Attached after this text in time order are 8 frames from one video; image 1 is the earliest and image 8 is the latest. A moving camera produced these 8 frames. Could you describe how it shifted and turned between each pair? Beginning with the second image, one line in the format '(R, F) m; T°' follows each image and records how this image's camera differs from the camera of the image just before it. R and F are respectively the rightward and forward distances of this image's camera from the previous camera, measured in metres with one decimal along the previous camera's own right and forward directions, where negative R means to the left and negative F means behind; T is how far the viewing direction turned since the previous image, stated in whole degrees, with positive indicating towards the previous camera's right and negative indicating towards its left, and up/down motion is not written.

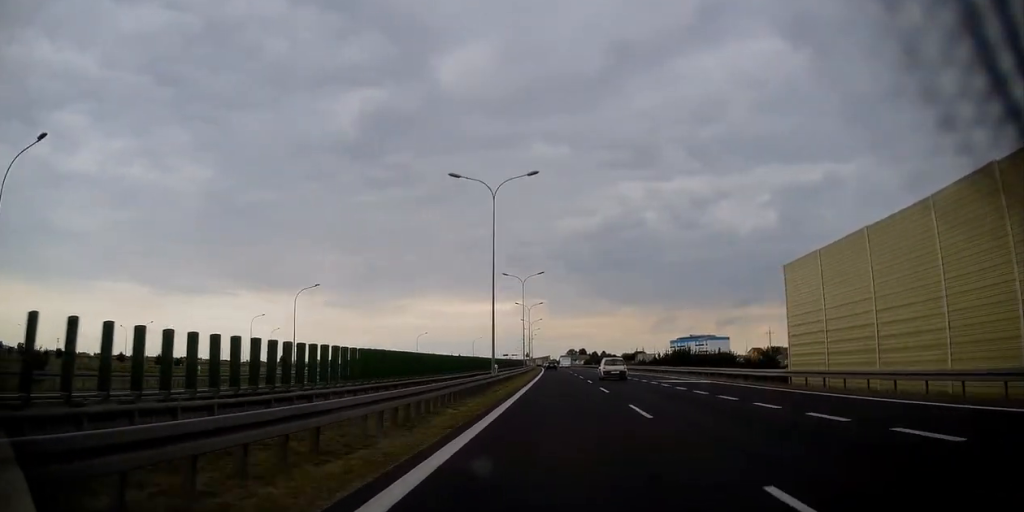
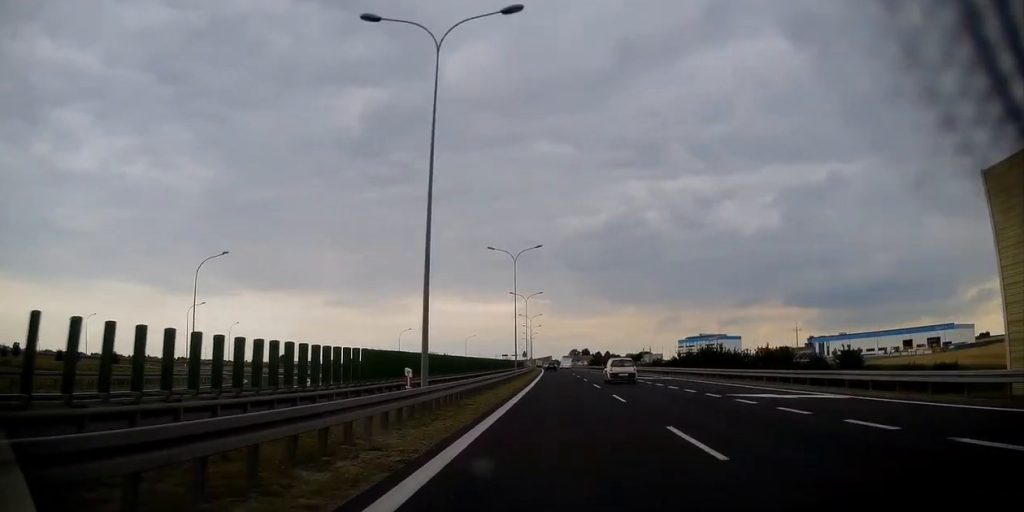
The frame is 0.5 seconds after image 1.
(0.0, +18.0) m; 0°
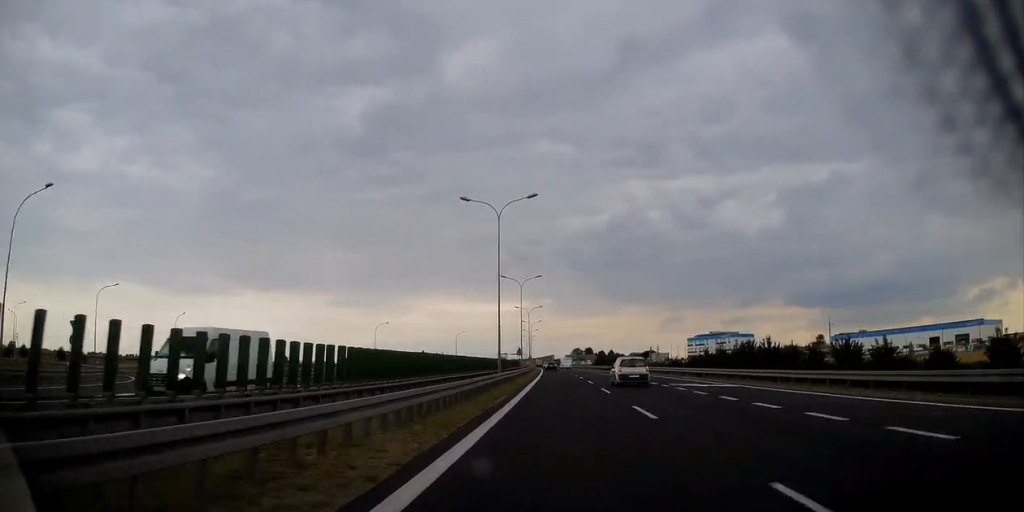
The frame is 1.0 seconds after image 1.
(-0.1, +18.1) m; 0°
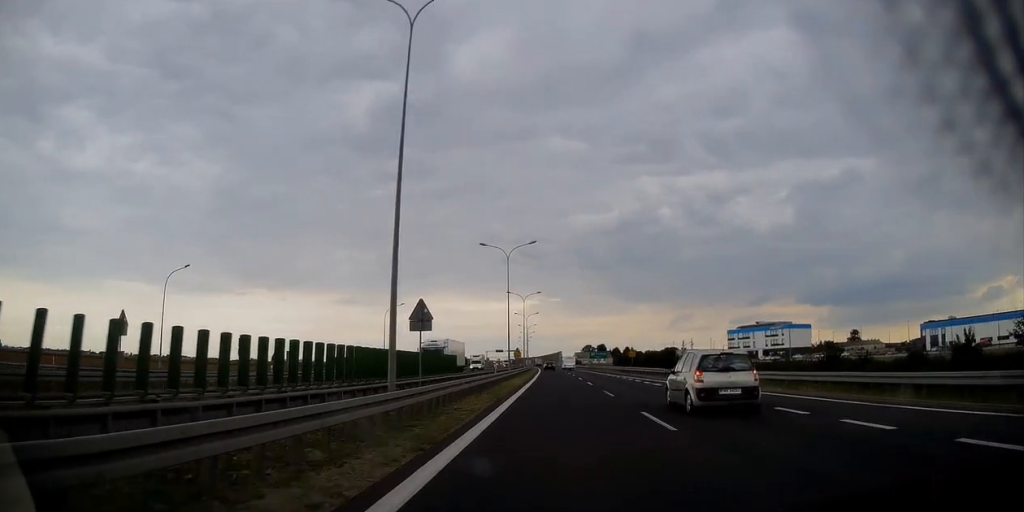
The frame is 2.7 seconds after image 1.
(-0.8, +62.7) m; -1°
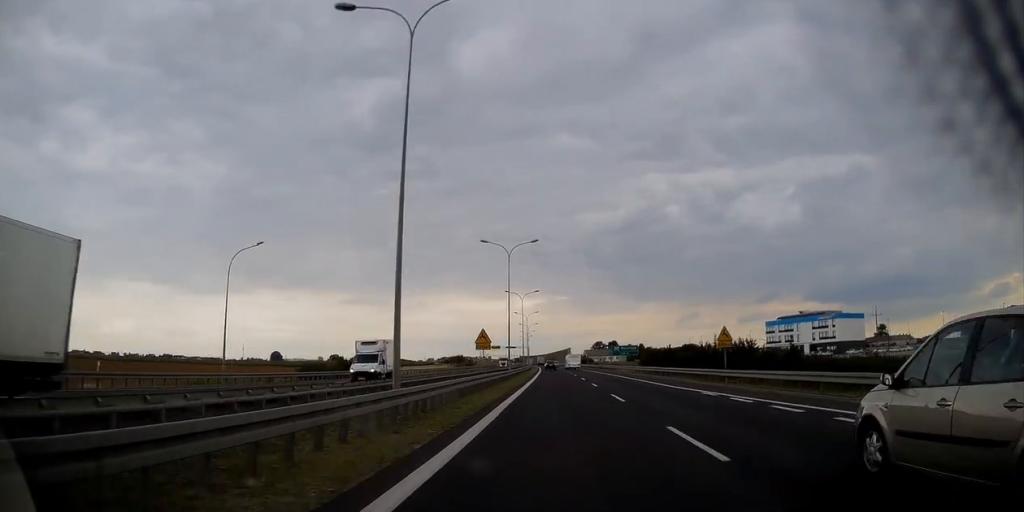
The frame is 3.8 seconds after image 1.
(+0.1, +39.8) m; 0°
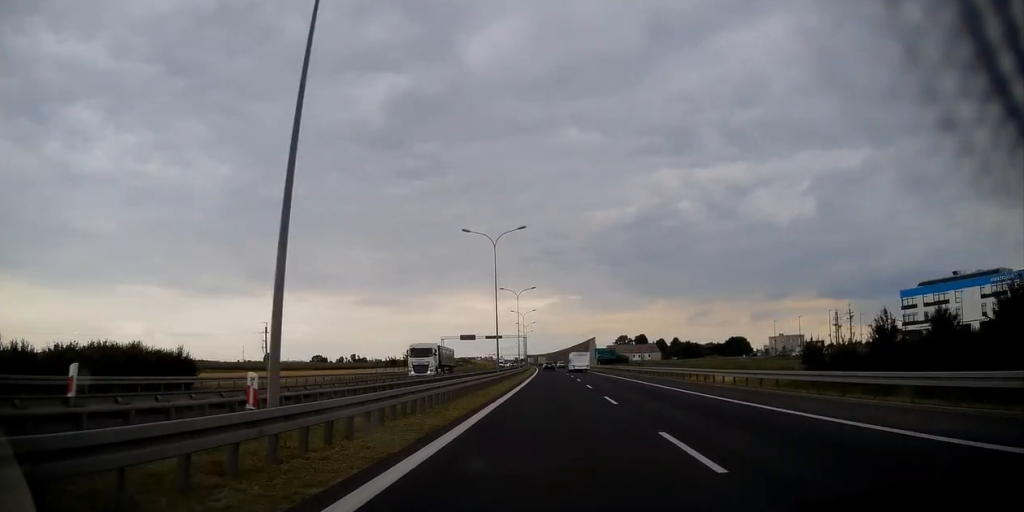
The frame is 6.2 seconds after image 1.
(-1.0, +84.7) m; -1°
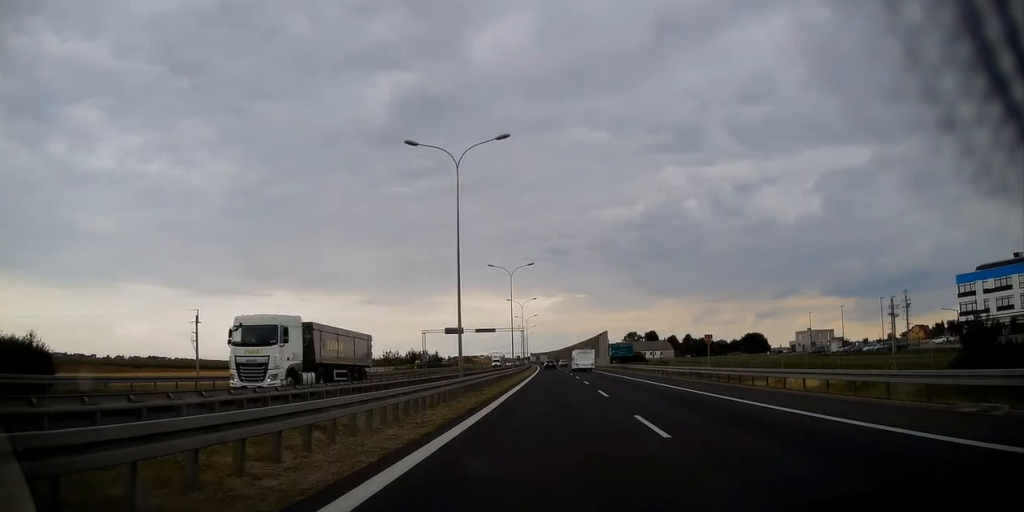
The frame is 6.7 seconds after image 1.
(-0.1, +20.7) m; 0°
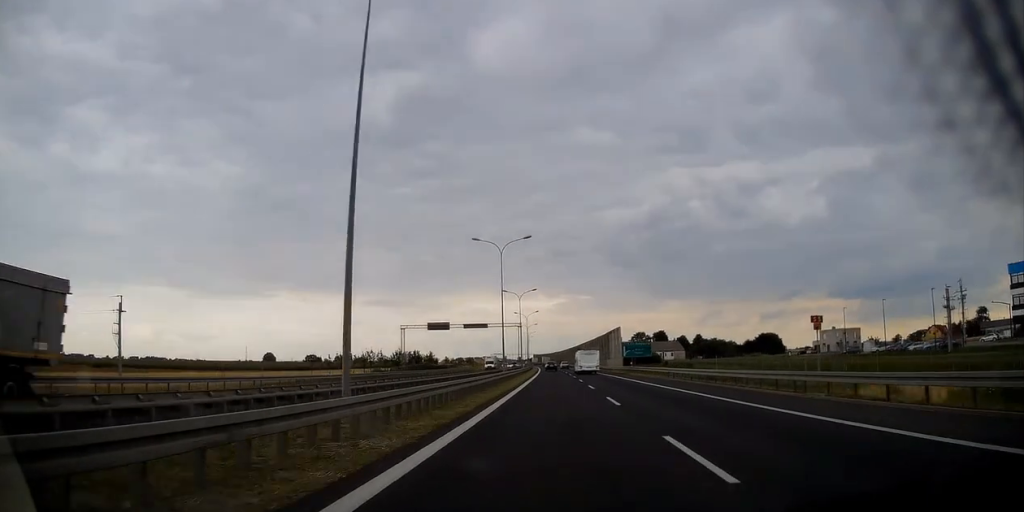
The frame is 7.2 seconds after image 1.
(-0.2, +15.9) m; 0°
